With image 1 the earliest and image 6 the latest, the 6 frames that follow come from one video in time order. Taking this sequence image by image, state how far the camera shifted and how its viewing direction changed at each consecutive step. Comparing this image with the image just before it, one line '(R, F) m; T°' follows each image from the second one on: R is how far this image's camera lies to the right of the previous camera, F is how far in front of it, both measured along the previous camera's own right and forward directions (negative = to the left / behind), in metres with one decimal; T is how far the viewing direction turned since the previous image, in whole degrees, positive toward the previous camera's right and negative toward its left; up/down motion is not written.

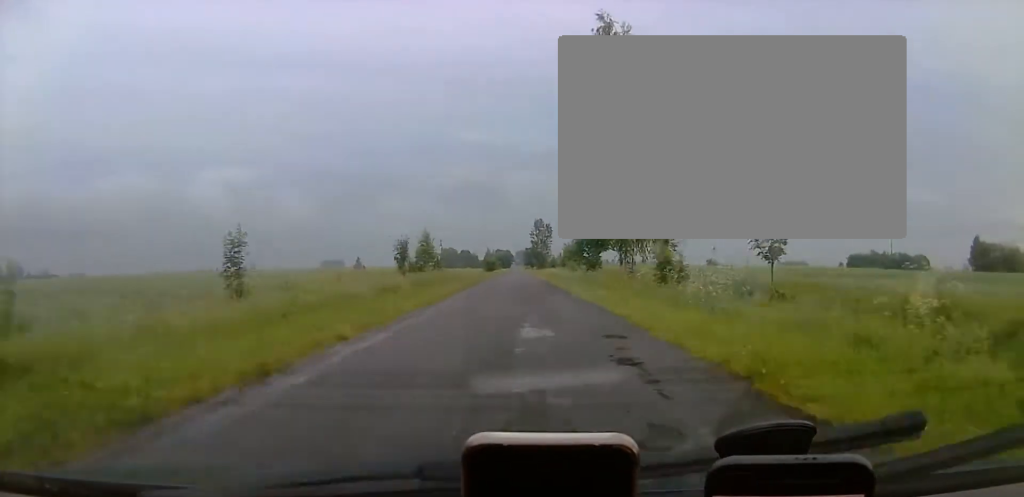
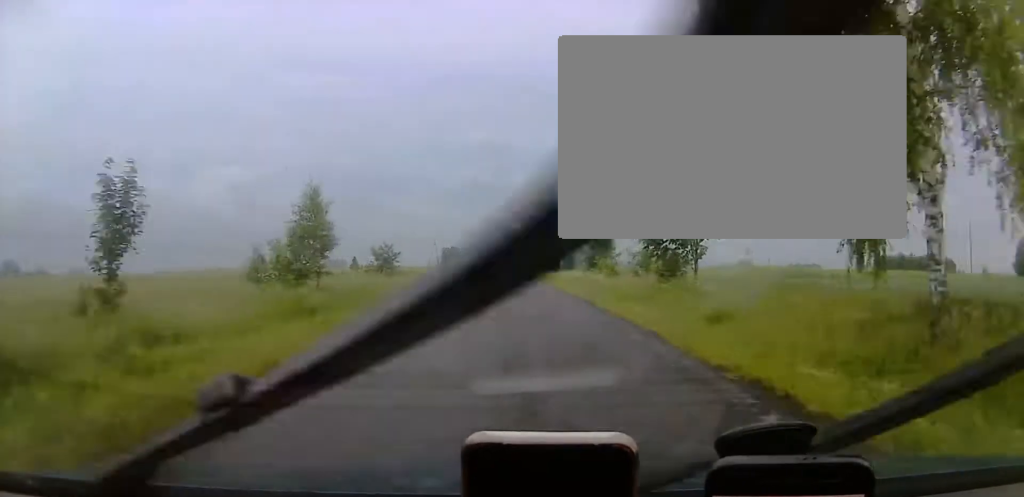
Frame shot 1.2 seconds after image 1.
(+0.6, +27.7) m; +1°
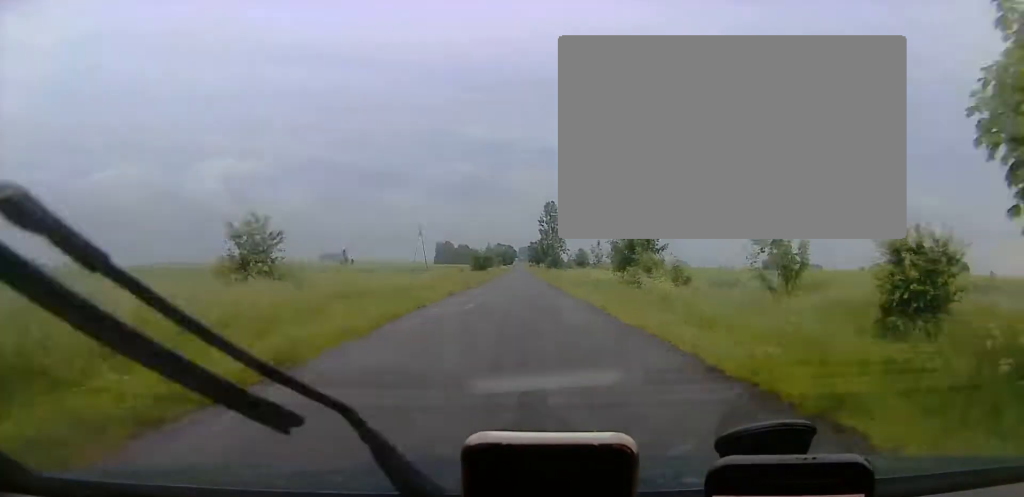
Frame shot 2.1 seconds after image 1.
(+0.1, +19.1) m; 0°
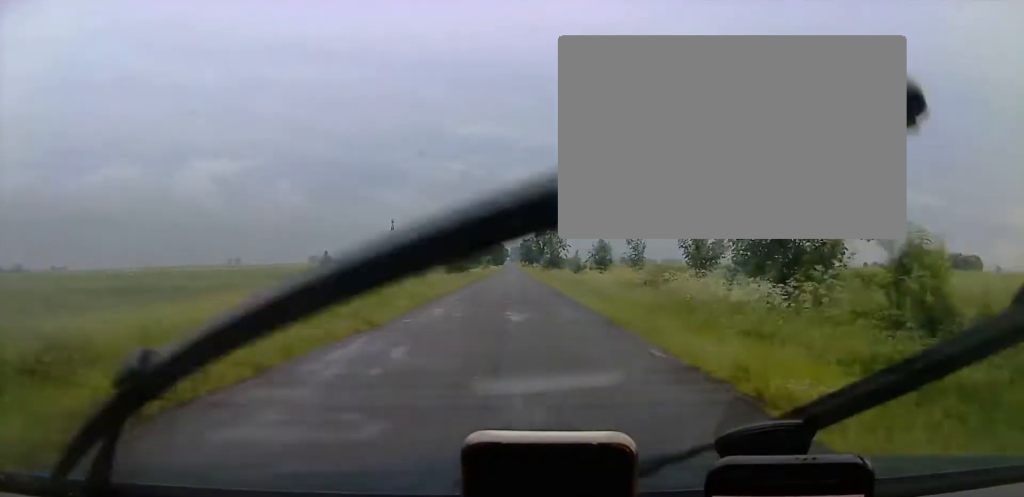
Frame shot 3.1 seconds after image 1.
(-0.2, +25.2) m; -1°
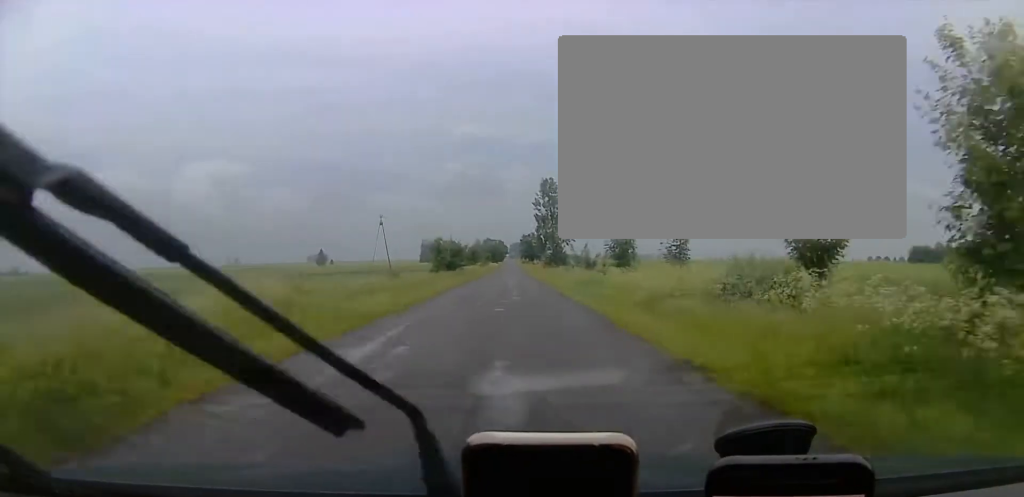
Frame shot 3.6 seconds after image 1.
(-0.1, +10.0) m; 0°
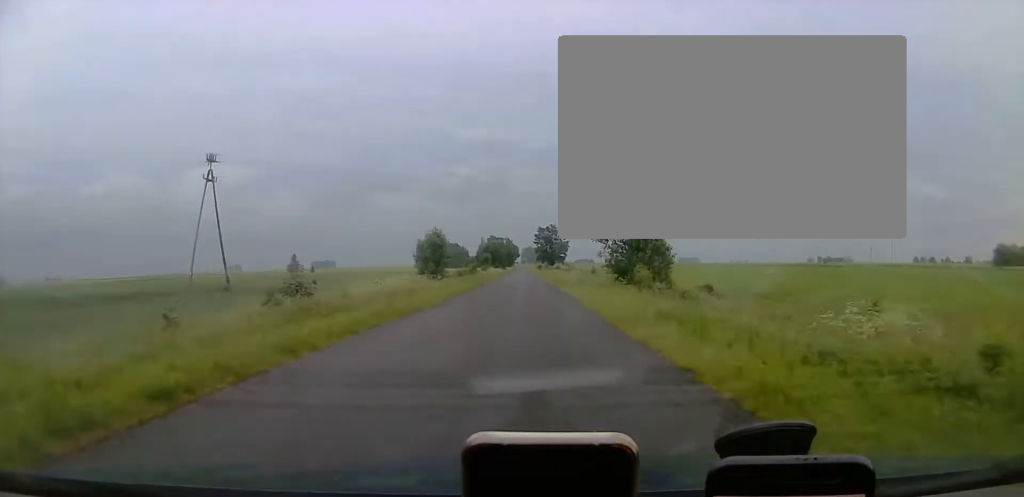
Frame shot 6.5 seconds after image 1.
(+0.1, +69.4) m; 0°
